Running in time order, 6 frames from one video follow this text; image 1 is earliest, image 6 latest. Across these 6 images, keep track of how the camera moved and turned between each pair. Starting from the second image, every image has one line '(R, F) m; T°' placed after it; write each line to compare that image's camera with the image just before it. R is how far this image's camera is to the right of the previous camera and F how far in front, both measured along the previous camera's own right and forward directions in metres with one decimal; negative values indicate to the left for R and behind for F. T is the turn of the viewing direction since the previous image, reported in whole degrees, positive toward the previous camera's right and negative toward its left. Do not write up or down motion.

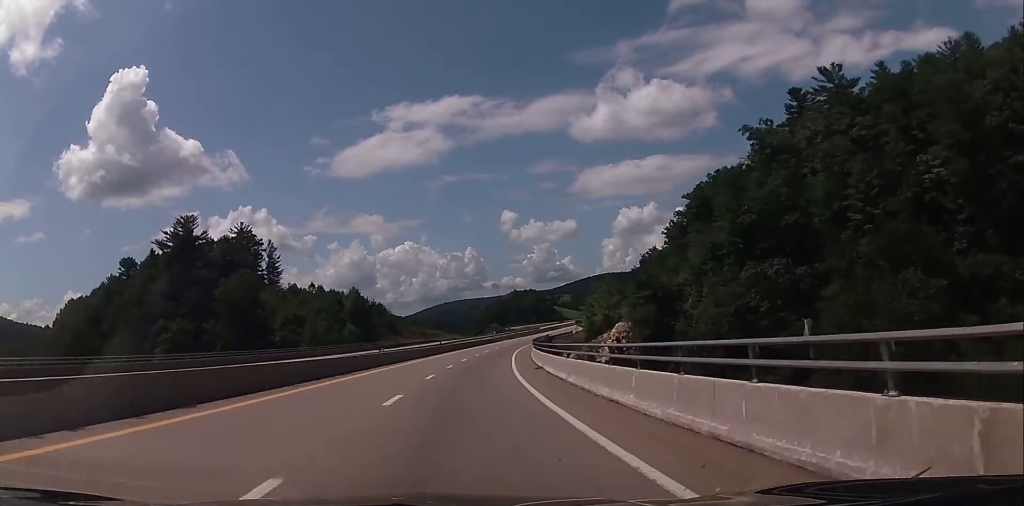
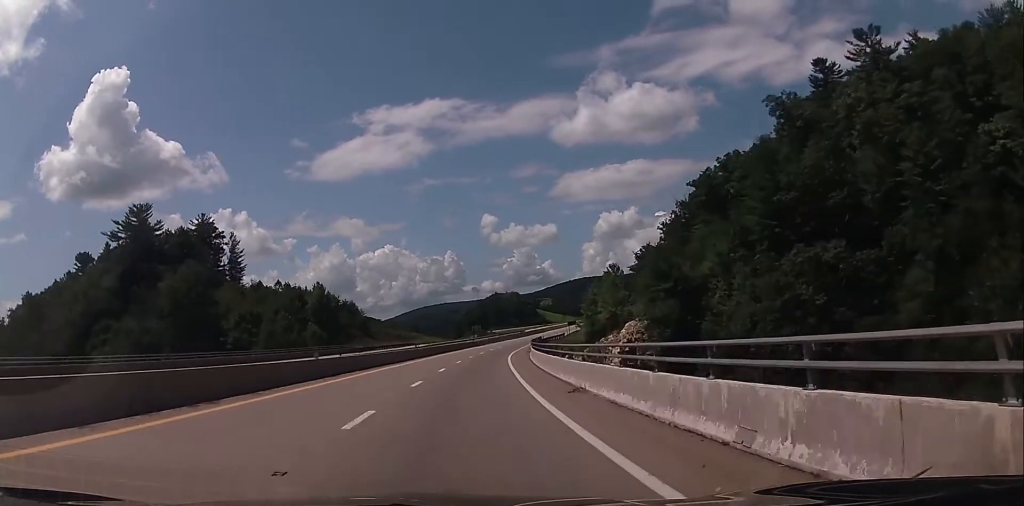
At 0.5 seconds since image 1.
(0.0, +16.8) m; 0°
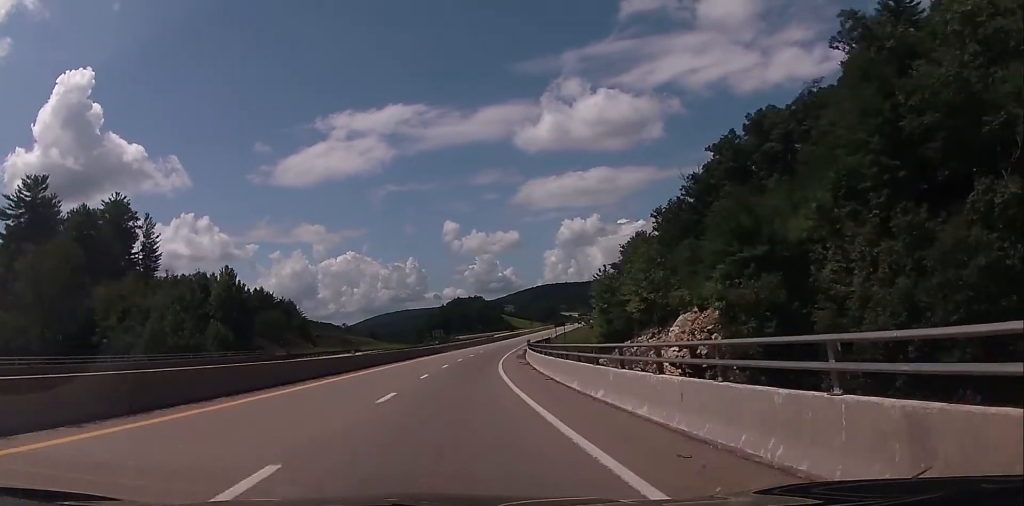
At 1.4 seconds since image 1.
(0.0, +31.1) m; 0°
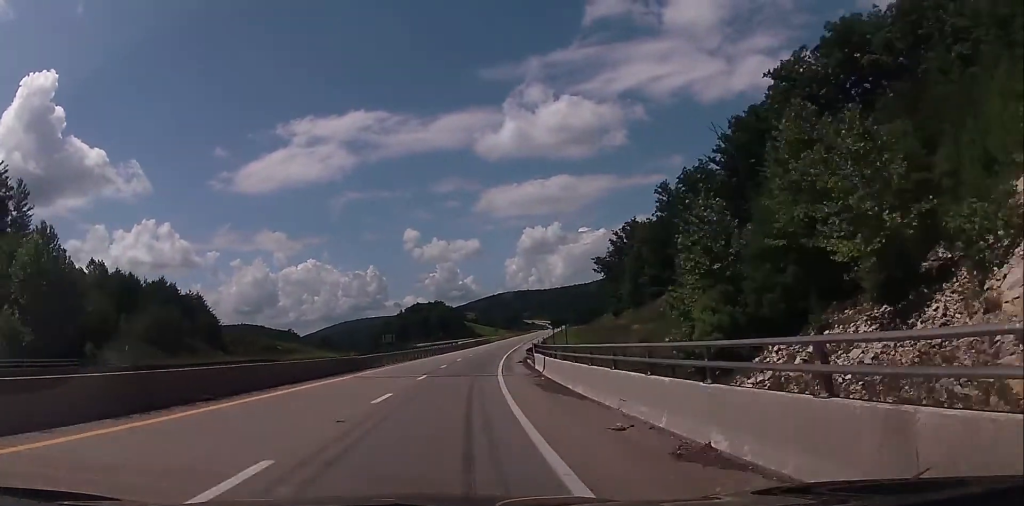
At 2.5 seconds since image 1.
(0.0, +36.4) m; 0°
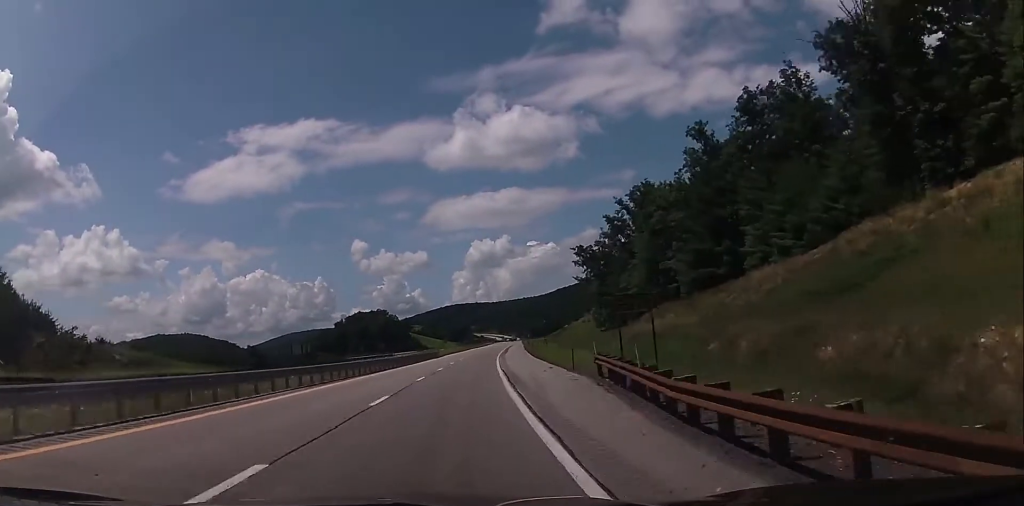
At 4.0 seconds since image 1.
(0.0, +48.1) m; +3°
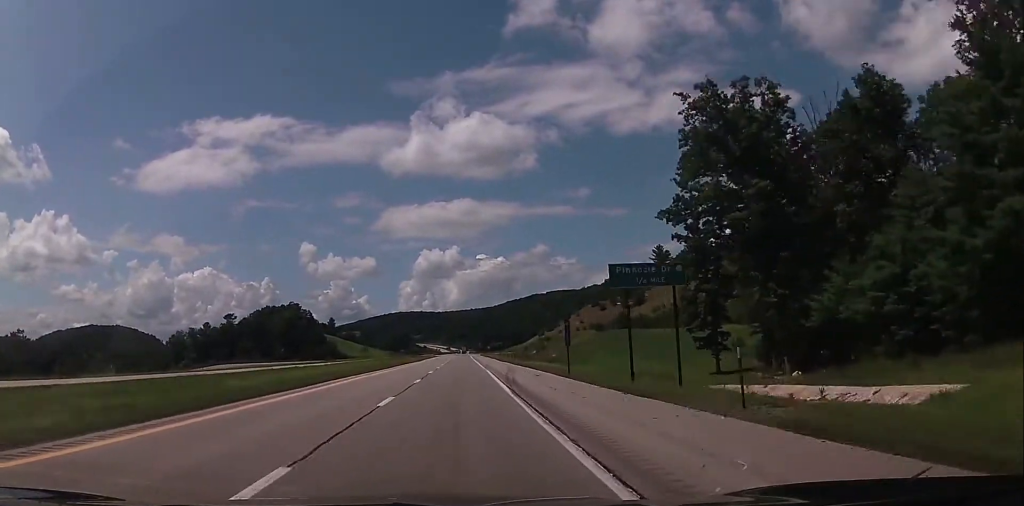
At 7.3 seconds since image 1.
(+15.9, +107.0) m; +11°
